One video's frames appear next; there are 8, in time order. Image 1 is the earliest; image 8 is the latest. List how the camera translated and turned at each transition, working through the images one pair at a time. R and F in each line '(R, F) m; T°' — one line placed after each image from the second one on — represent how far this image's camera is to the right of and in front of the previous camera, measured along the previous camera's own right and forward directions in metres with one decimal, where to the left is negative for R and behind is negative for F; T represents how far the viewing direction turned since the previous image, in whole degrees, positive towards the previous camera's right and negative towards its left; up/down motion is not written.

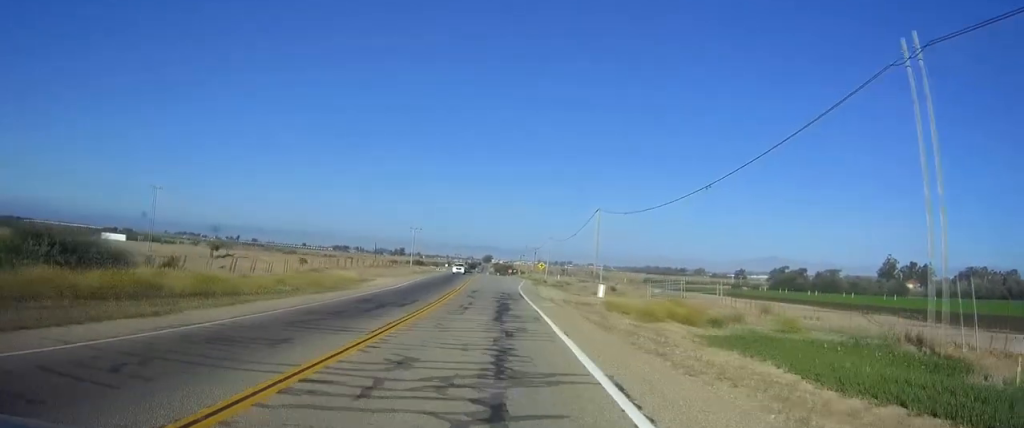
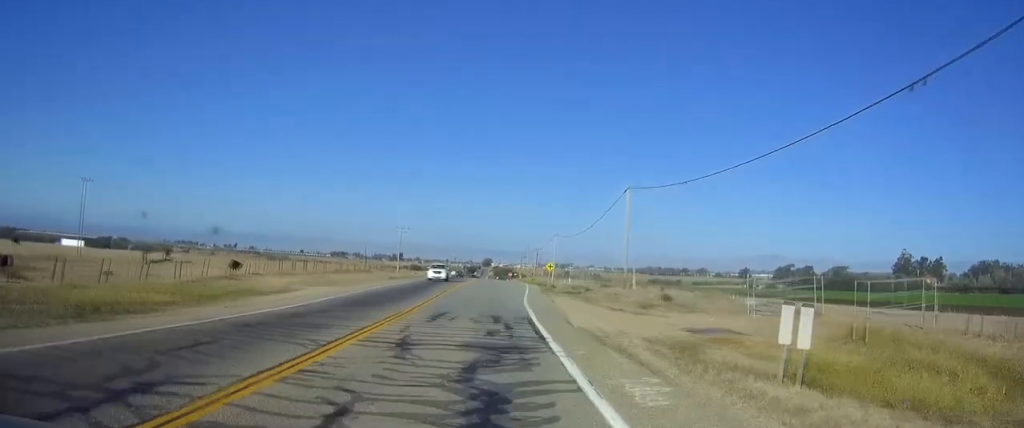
(0.0, +20.6) m; 0°
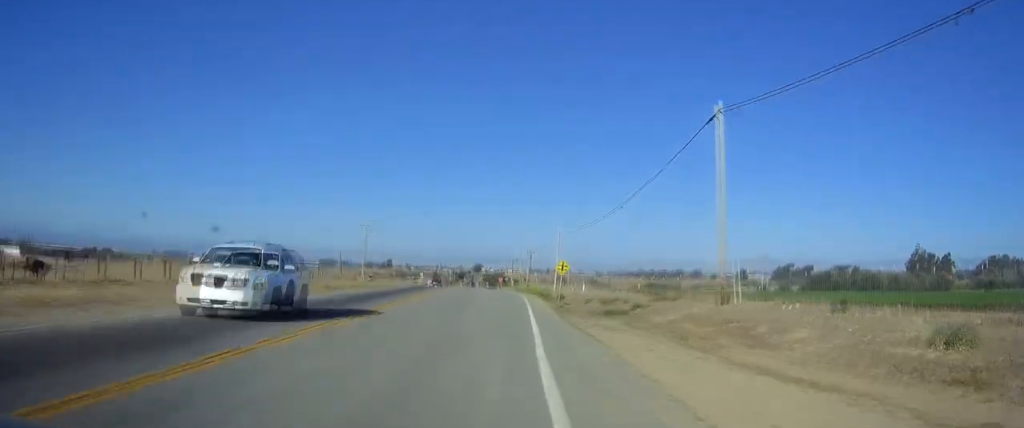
(+0.1, +28.1) m; 0°
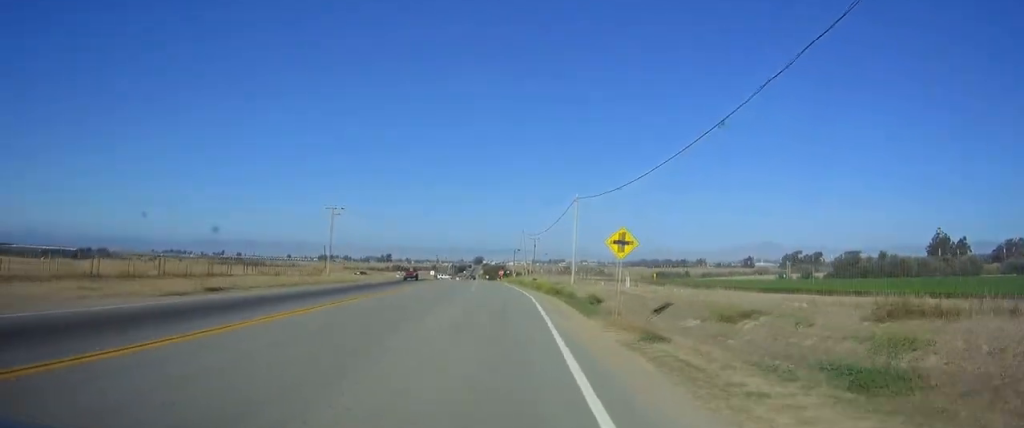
(-0.2, +24.5) m; -1°
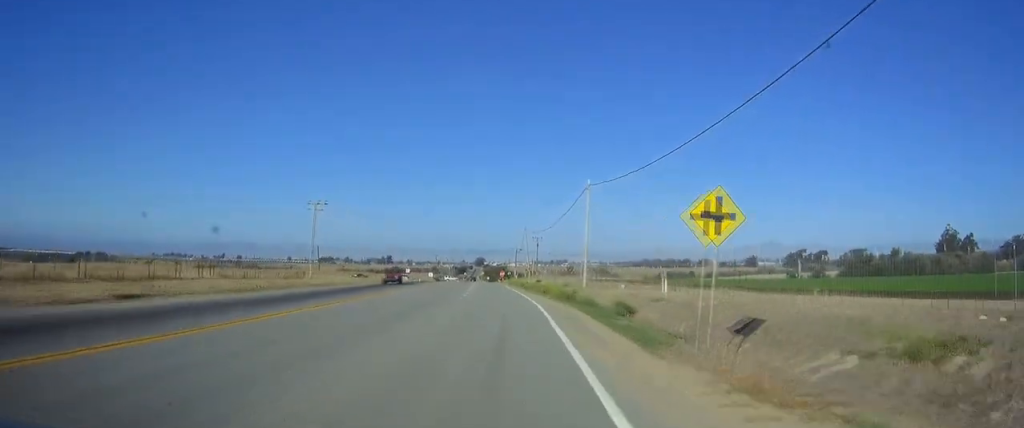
(-0.1, +9.7) m; 0°
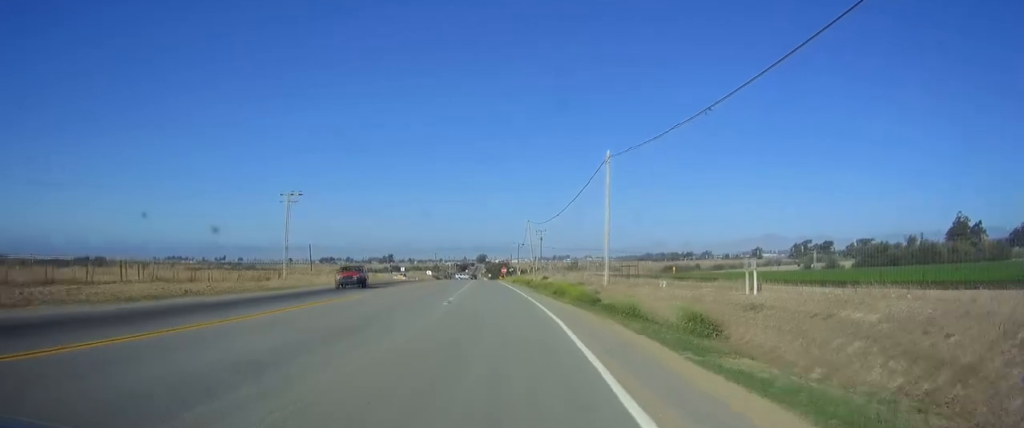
(0.0, +11.9) m; -1°
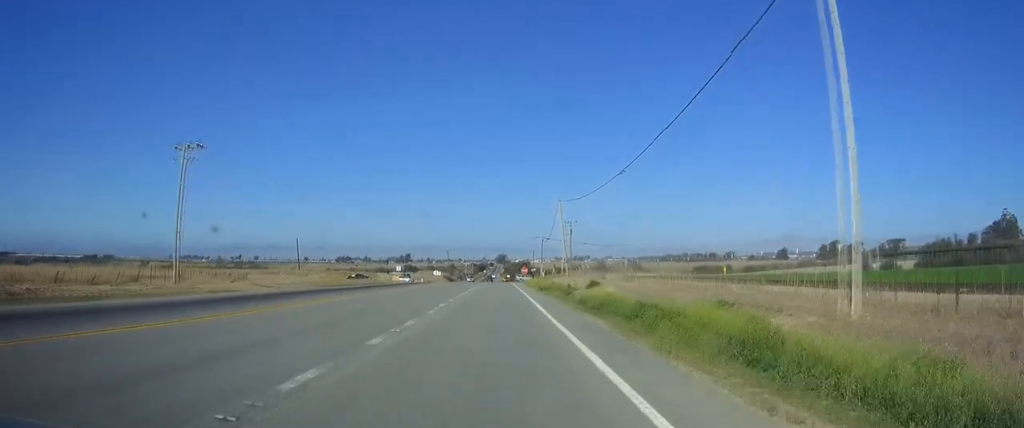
(-0.5, +32.5) m; -2°
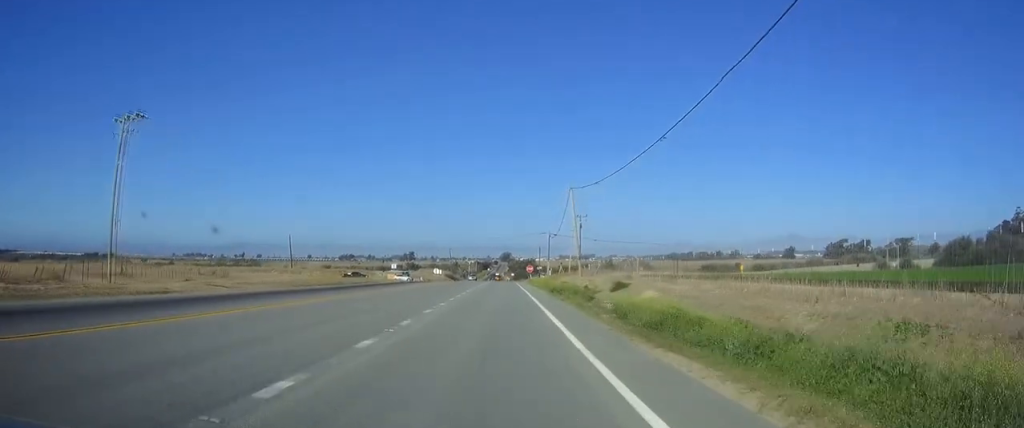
(0.0, +9.9) m; 0°
